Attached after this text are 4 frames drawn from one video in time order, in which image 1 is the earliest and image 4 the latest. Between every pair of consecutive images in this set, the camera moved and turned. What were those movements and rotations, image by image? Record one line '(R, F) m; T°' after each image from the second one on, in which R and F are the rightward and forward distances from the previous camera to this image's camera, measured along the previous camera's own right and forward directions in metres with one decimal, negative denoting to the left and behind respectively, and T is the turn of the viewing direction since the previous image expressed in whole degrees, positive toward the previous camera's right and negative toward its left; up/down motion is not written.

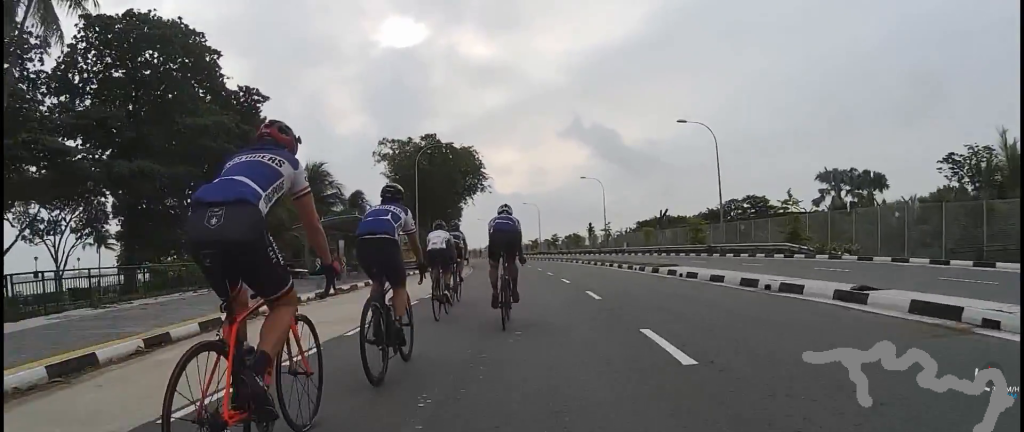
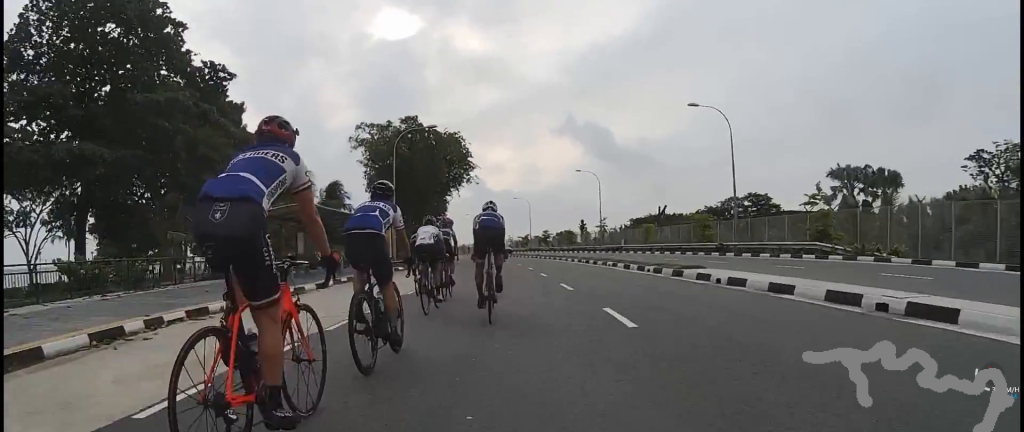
(-0.4, +4.2) m; -3°
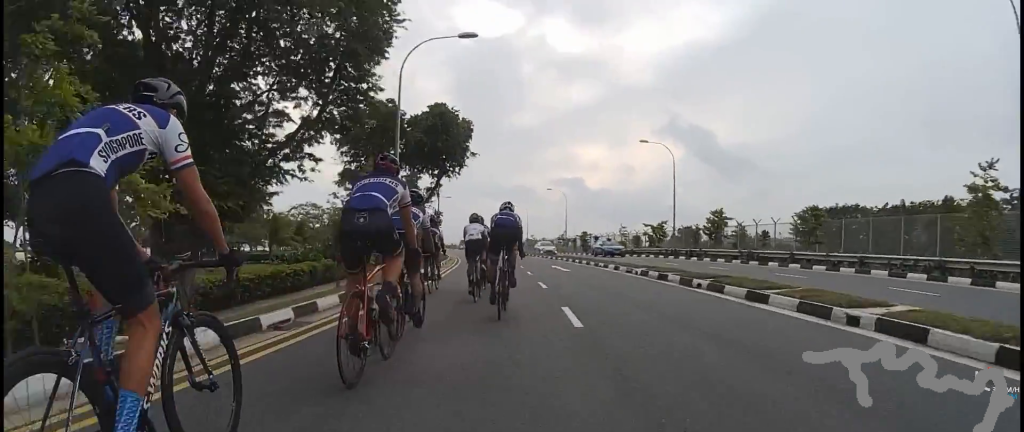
(-1.3, +47.8) m; -2°
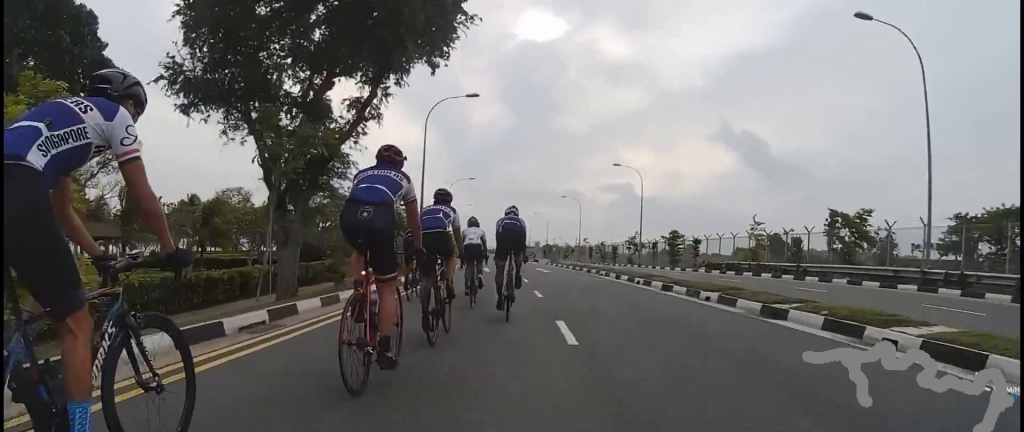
(-0.6, +24.2) m; -9°
